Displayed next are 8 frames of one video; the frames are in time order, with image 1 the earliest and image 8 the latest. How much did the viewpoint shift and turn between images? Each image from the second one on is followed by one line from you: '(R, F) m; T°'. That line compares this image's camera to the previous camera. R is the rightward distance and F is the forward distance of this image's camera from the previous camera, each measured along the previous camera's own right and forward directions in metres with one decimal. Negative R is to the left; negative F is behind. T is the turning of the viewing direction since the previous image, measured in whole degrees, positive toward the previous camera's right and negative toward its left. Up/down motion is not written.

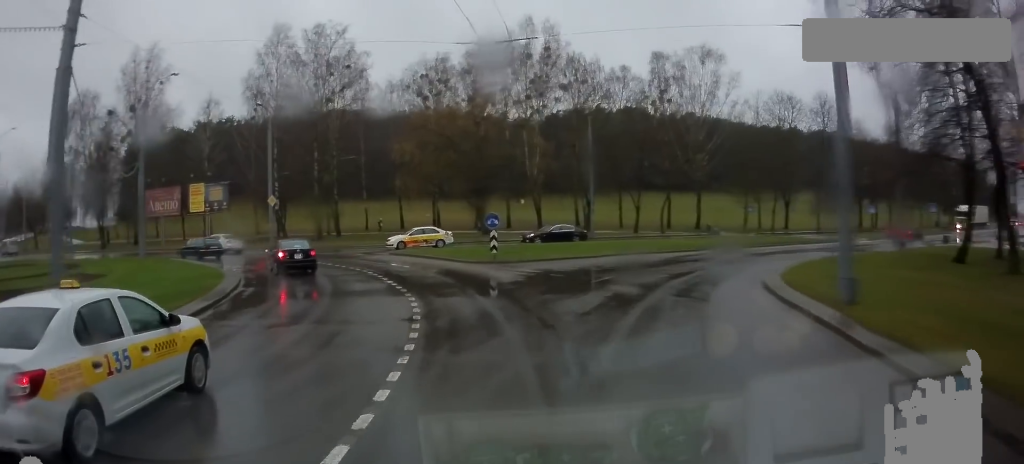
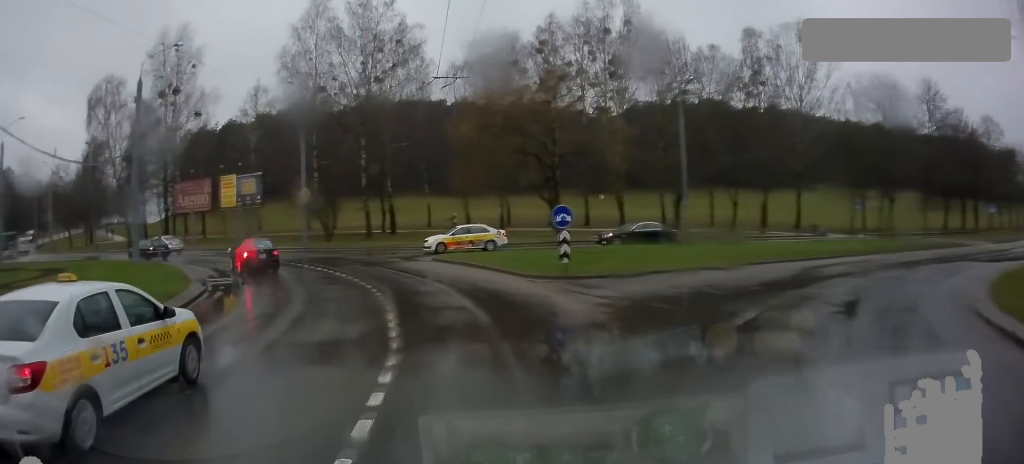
(+0.1, +8.1) m; -1°
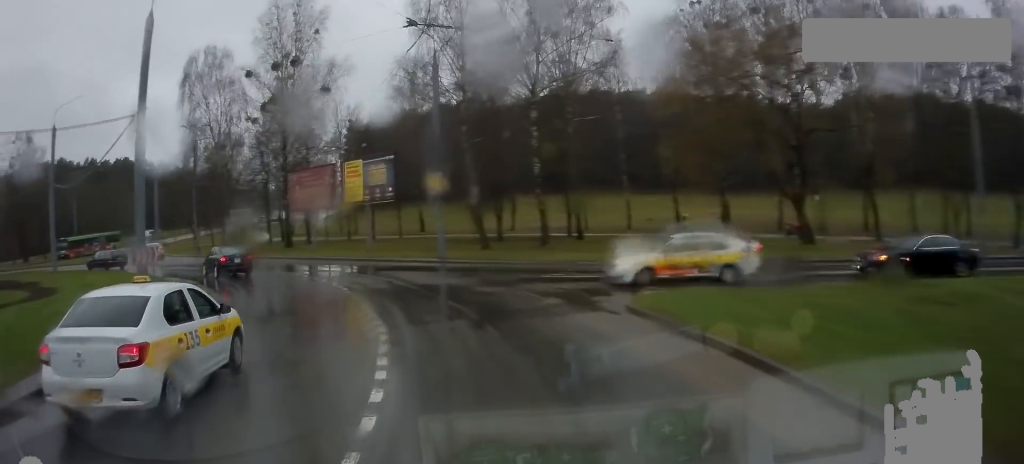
(-1.3, +15.4) m; -14°
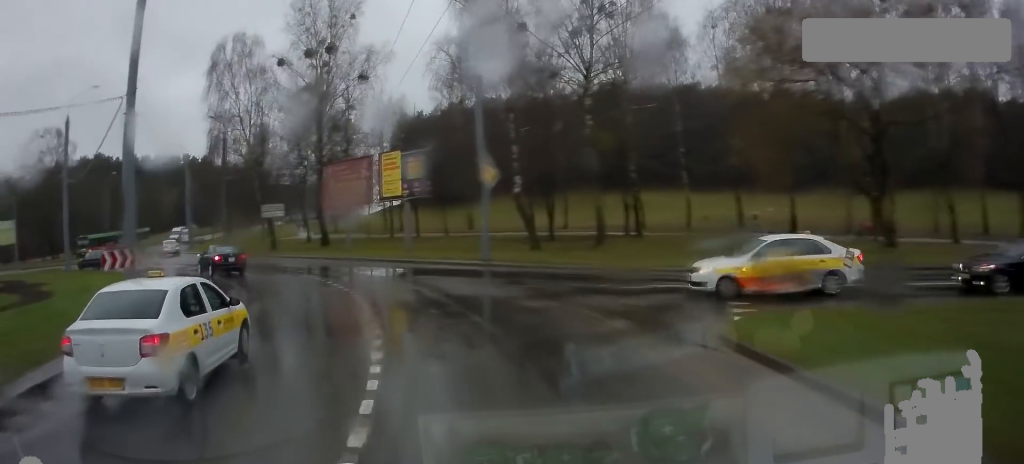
(-0.3, +3.8) m; -6°
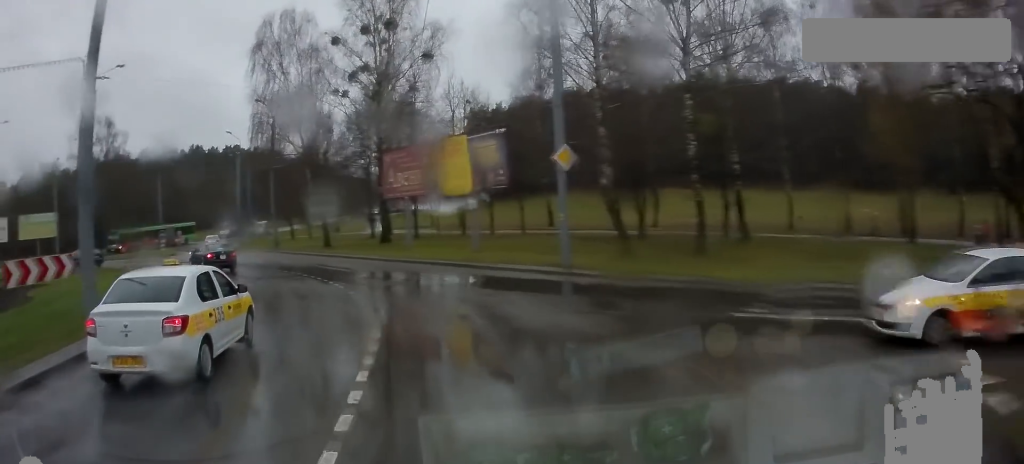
(-0.5, +5.9) m; -8°
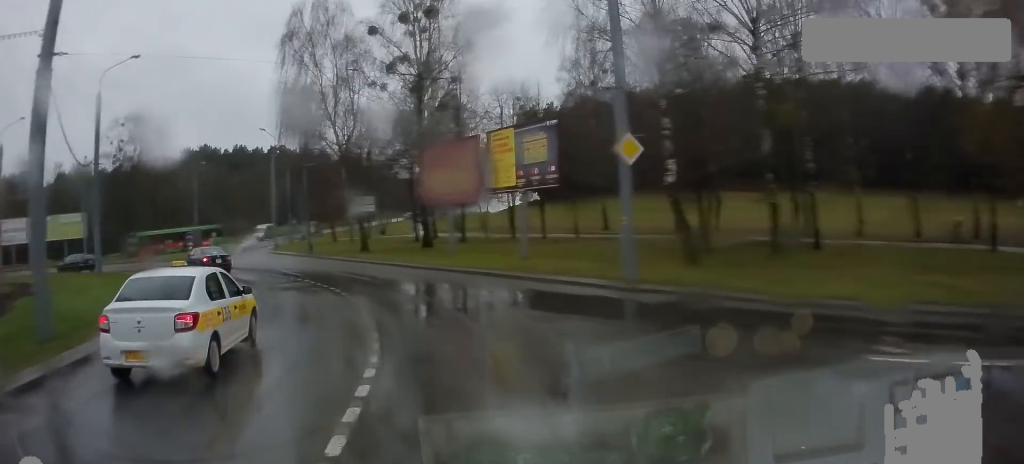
(-0.2, +3.5) m; -4°
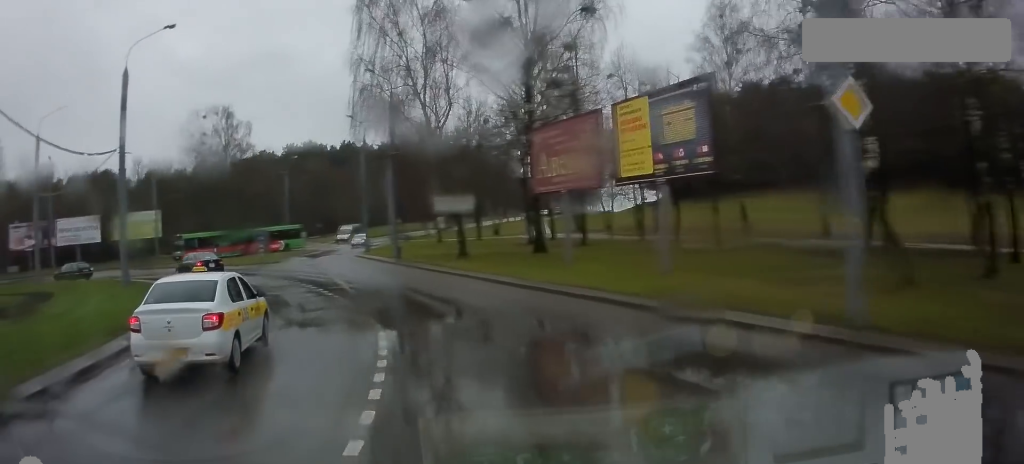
(-0.5, +7.8) m; -9°
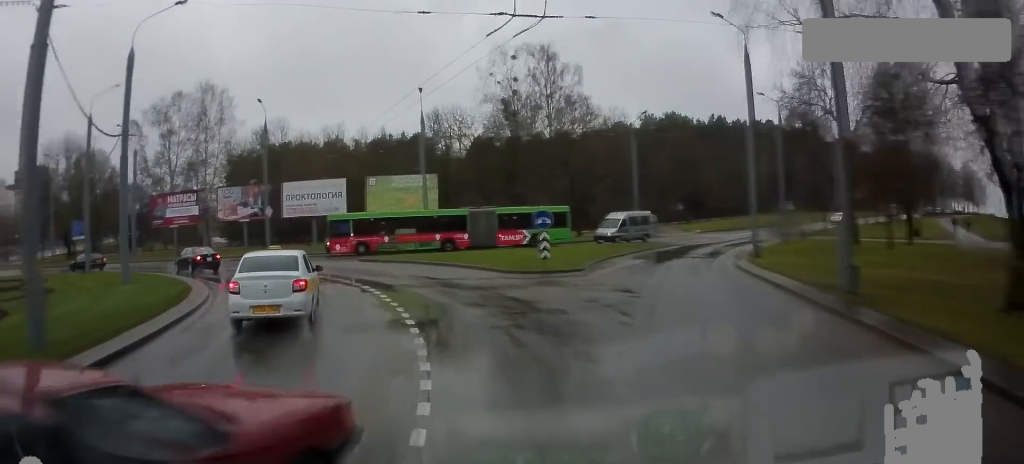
(-6.1, +23.2) m; -30°
